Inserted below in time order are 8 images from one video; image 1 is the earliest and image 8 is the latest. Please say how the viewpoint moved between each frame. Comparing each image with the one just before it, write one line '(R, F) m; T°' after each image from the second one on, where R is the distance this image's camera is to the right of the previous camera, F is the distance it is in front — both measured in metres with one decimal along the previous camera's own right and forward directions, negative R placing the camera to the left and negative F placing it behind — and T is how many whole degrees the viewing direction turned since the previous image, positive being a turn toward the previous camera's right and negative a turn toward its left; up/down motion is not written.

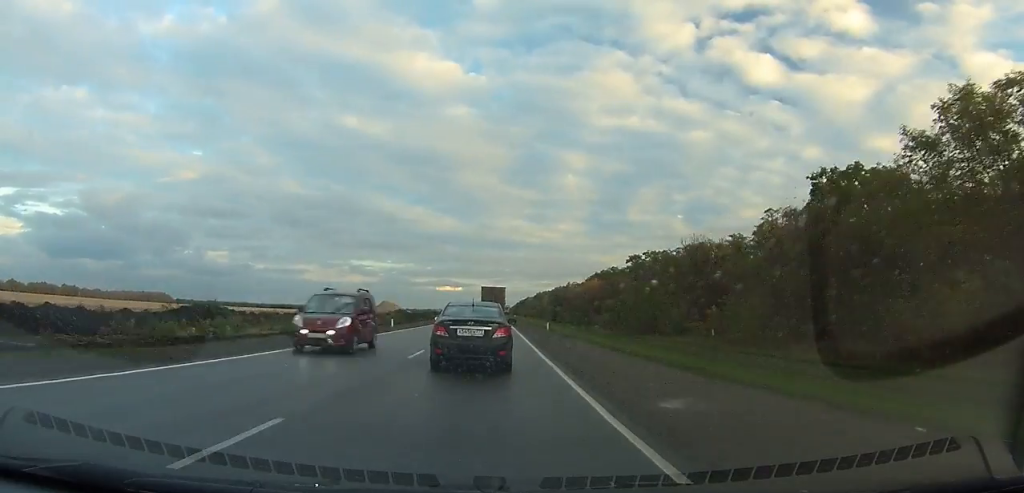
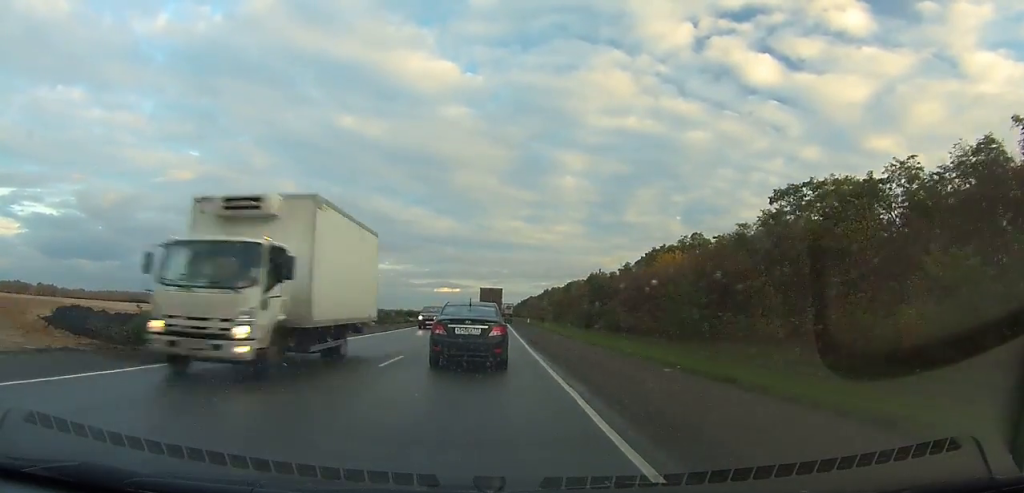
(+0.1, +77.8) m; 0°
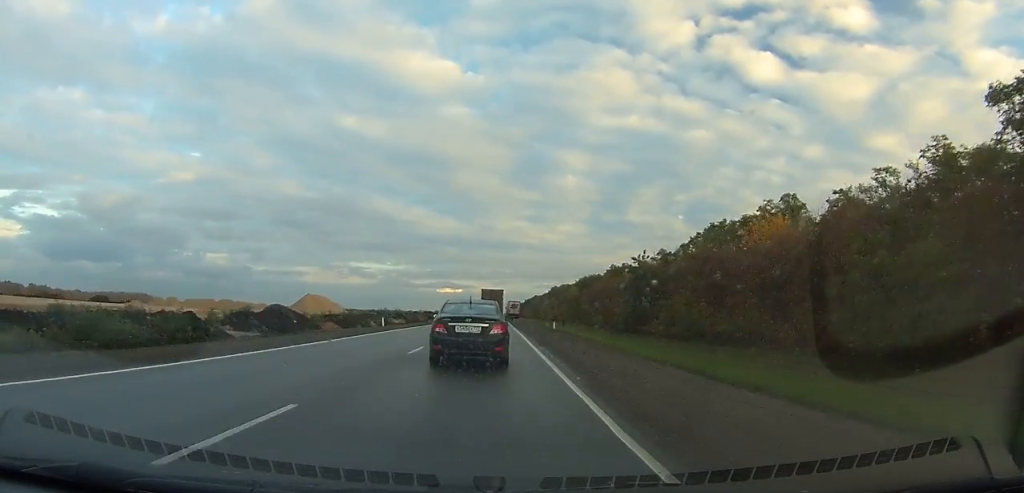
(-0.1, +33.4) m; 0°
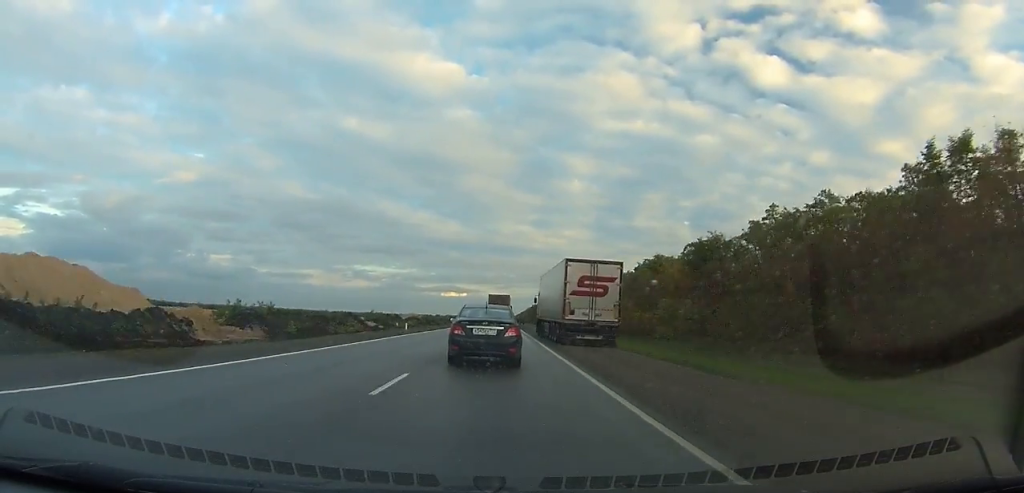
(-0.5, +104.1) m; 0°
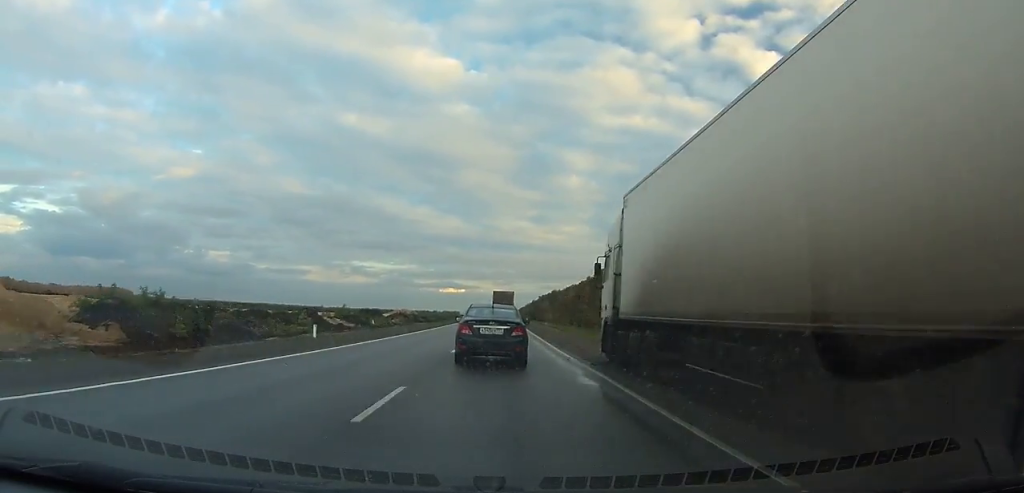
(-0.1, +25.5) m; 0°
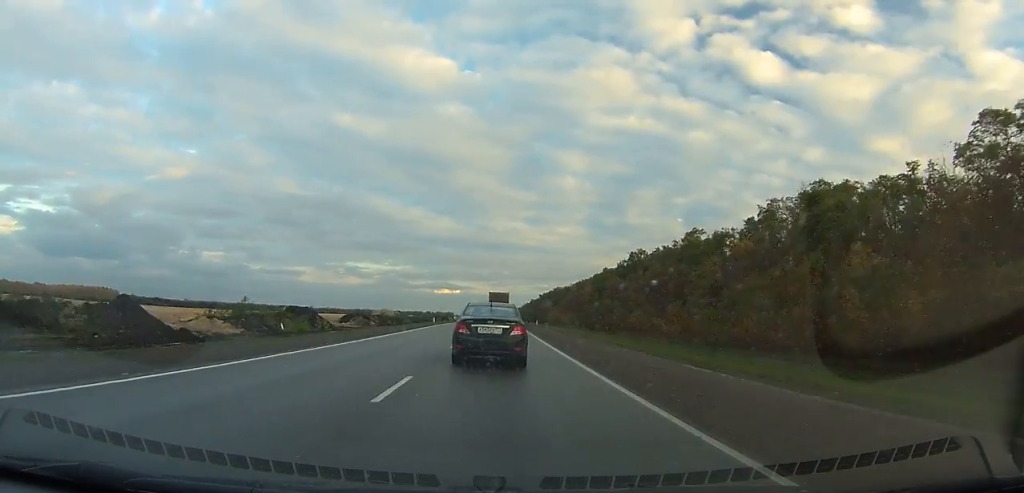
(0.0, +47.2) m; 0°
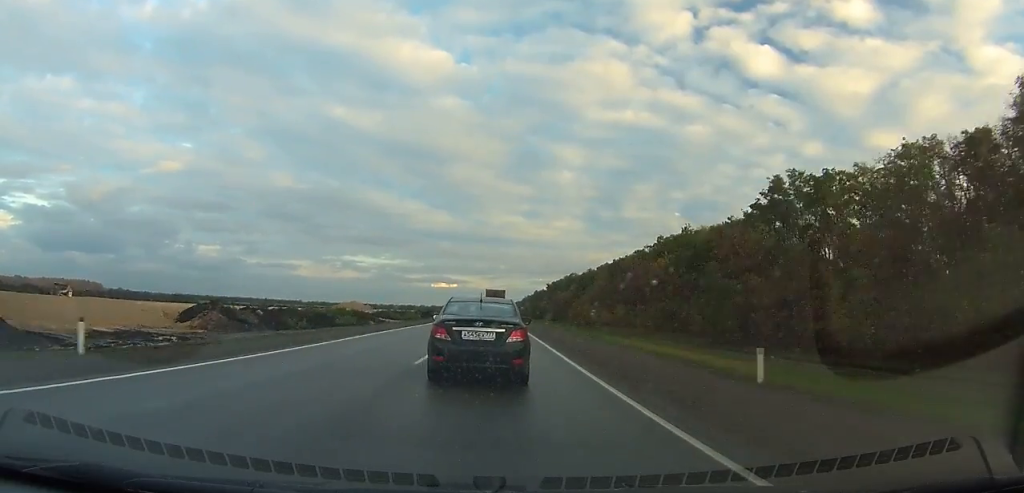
(+0.2, +64.2) m; 0°
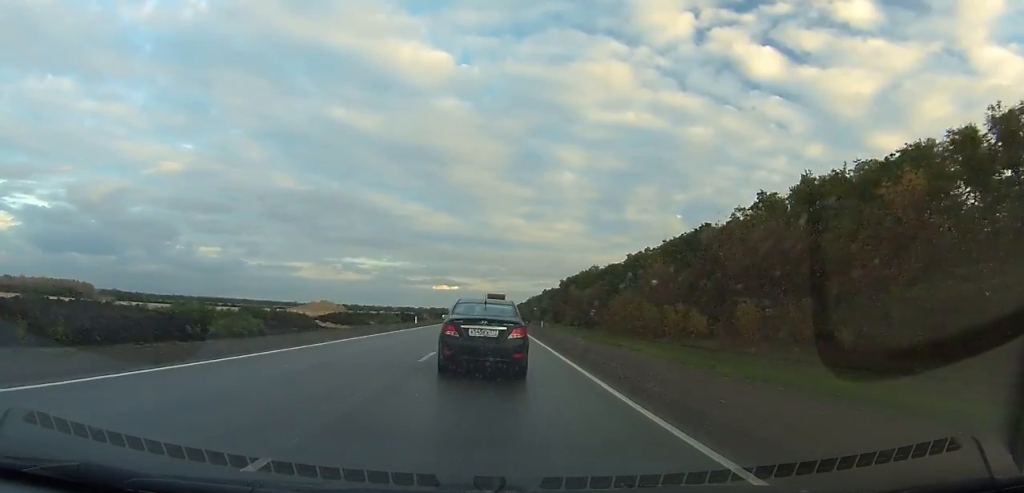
(+0.1, +48.0) m; 0°
